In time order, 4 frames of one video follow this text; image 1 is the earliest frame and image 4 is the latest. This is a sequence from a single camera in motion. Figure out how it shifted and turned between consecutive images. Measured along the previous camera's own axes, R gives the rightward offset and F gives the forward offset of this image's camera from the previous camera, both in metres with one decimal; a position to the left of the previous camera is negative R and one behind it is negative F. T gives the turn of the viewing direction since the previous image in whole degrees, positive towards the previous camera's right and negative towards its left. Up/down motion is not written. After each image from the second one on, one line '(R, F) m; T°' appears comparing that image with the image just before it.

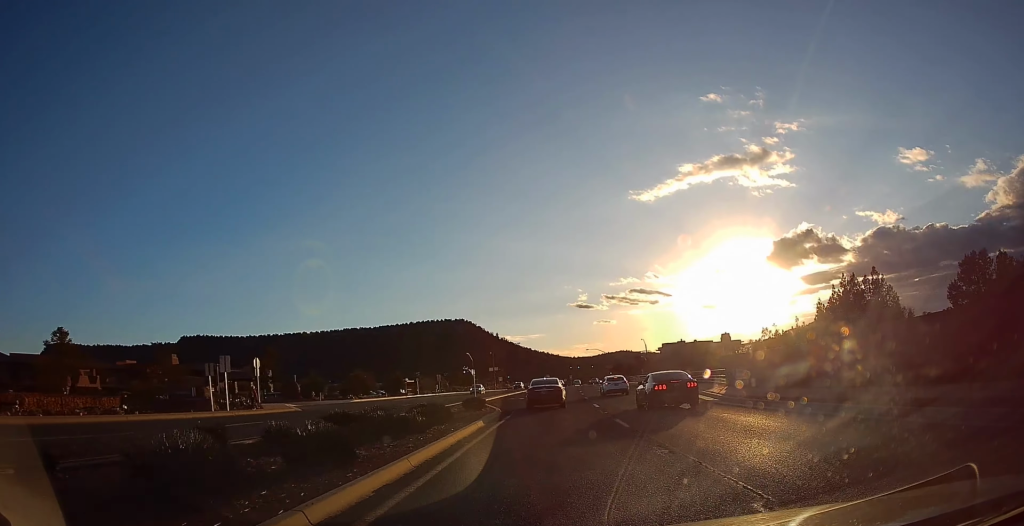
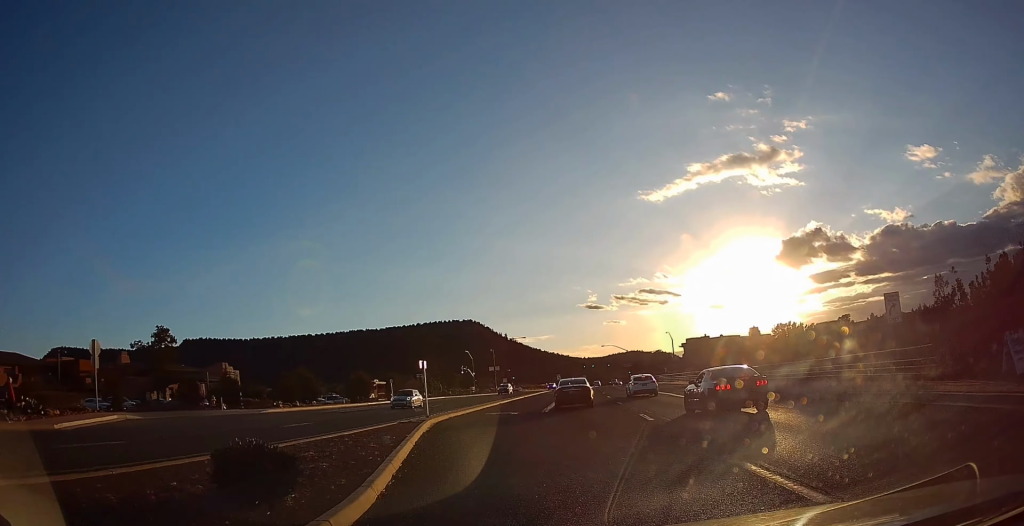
(+0.2, +21.6) m; -2°
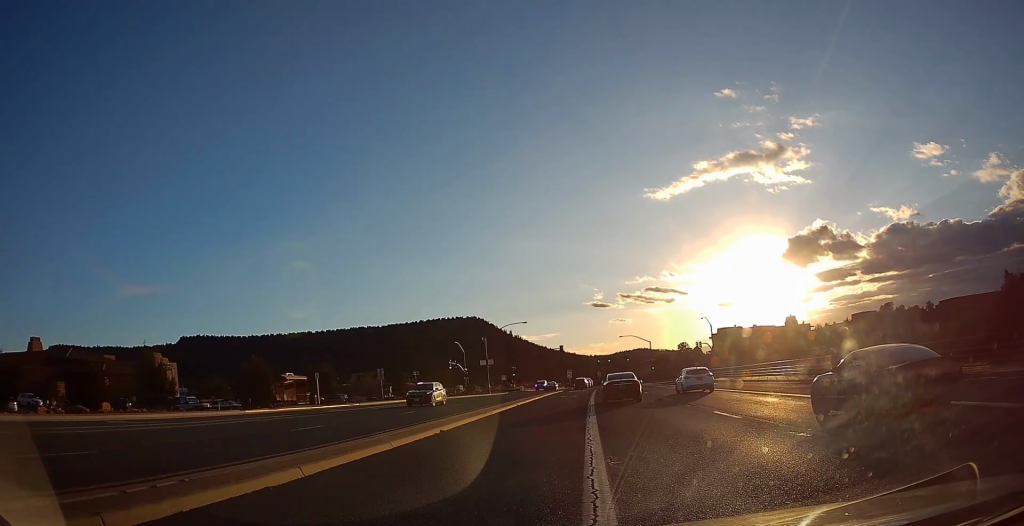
(-0.3, +26.2) m; +1°
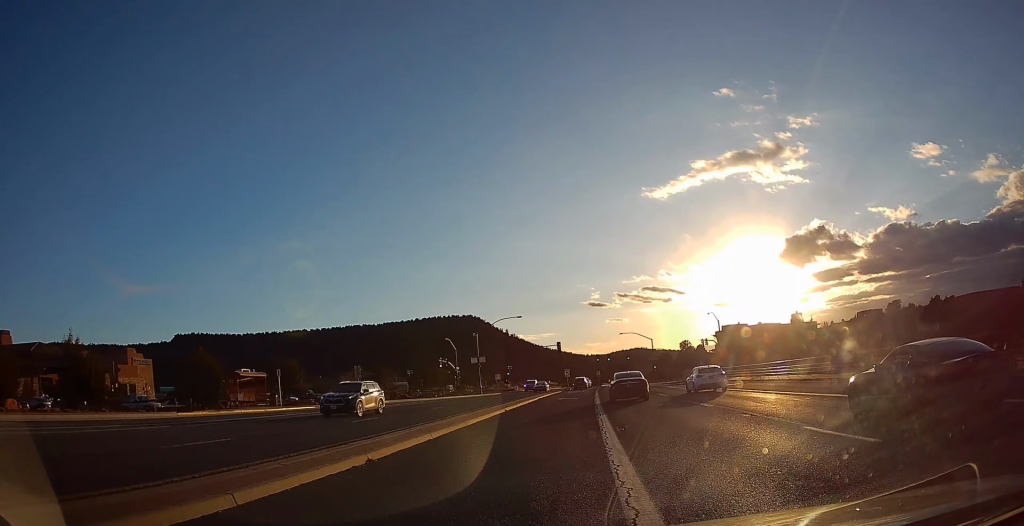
(+0.3, +6.8) m; +1°
